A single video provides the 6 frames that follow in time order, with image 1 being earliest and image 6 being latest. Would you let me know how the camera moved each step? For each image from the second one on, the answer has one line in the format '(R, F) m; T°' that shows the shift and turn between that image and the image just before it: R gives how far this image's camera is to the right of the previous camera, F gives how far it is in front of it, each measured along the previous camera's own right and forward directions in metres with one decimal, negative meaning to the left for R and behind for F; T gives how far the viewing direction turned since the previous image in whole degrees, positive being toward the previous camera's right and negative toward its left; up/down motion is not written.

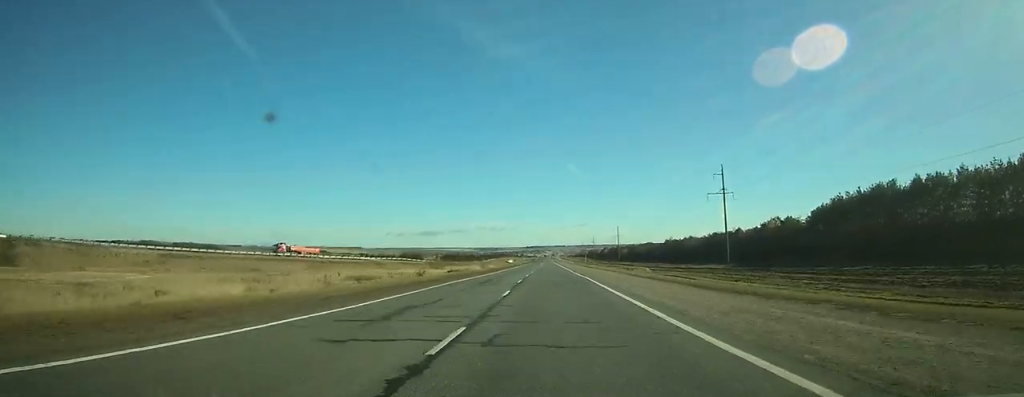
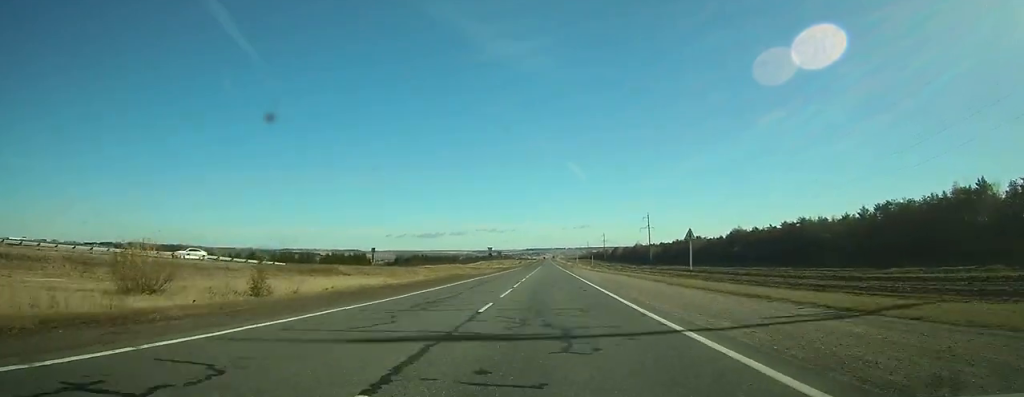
(+0.2, +101.6) m; 0°
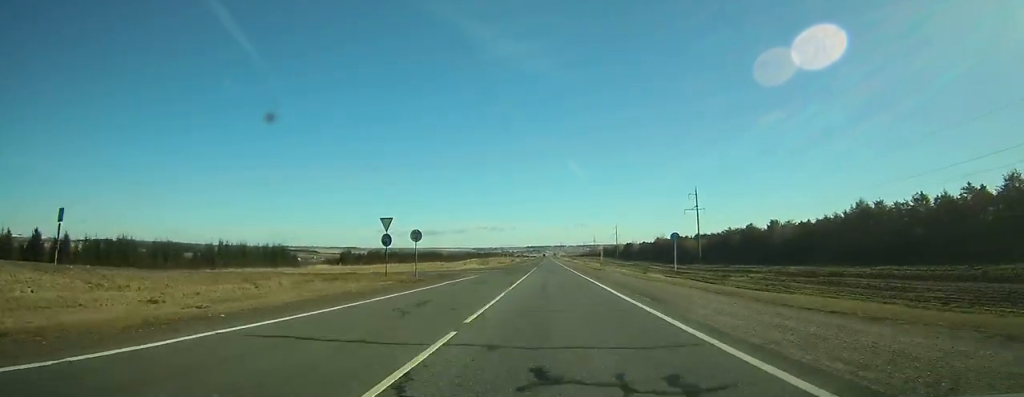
(+0.1, +74.0) m; 0°
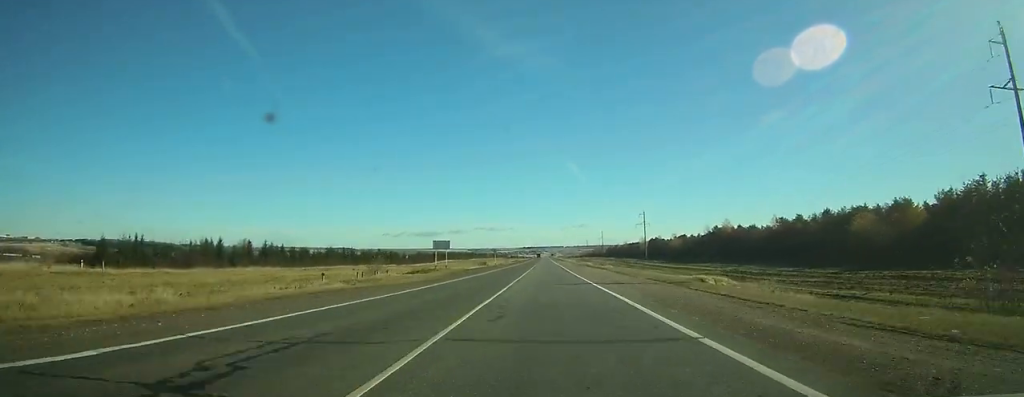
(-0.4, +114.4) m; 0°
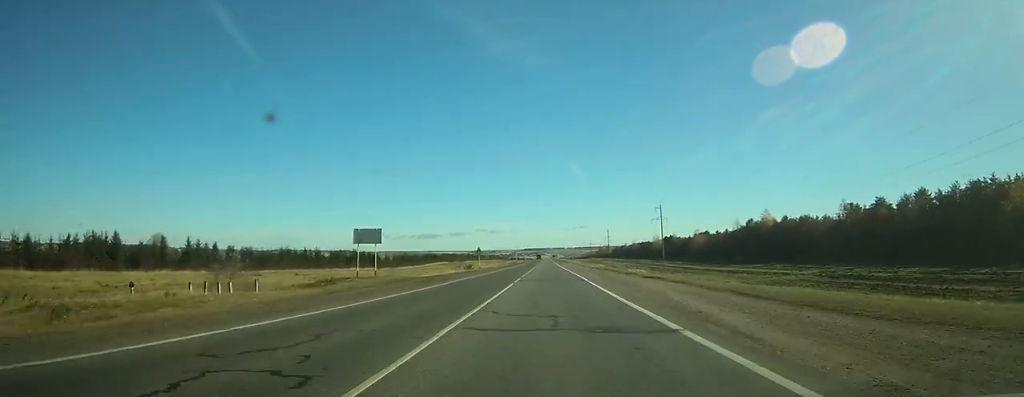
(0.0, +34.5) m; 0°
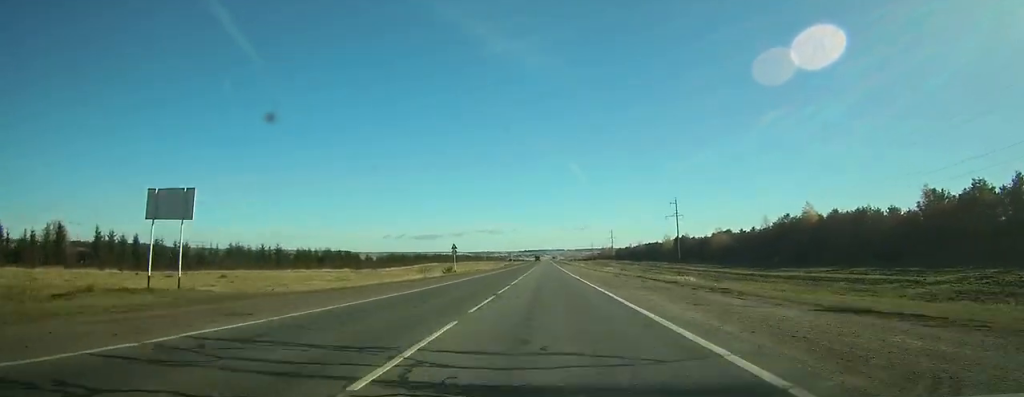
(0.0, +26.6) m; 0°
